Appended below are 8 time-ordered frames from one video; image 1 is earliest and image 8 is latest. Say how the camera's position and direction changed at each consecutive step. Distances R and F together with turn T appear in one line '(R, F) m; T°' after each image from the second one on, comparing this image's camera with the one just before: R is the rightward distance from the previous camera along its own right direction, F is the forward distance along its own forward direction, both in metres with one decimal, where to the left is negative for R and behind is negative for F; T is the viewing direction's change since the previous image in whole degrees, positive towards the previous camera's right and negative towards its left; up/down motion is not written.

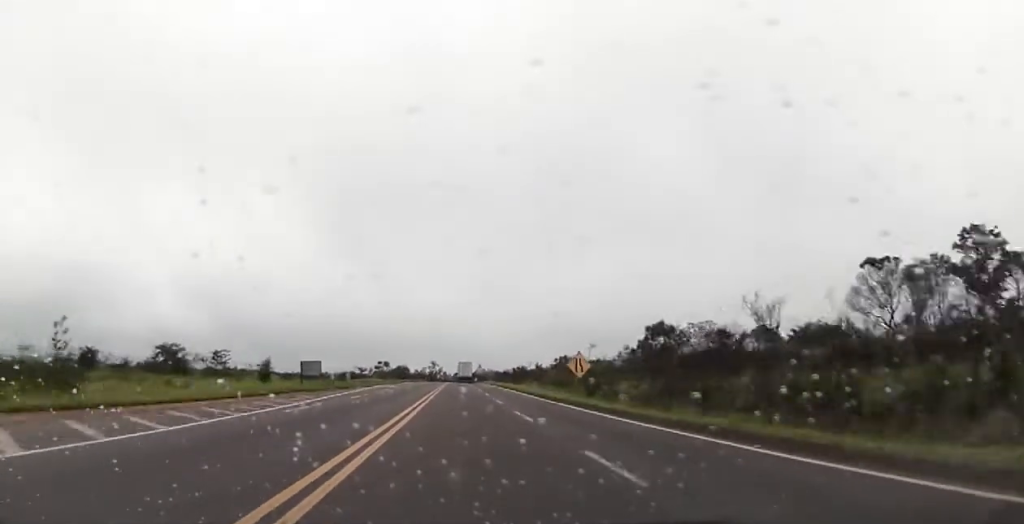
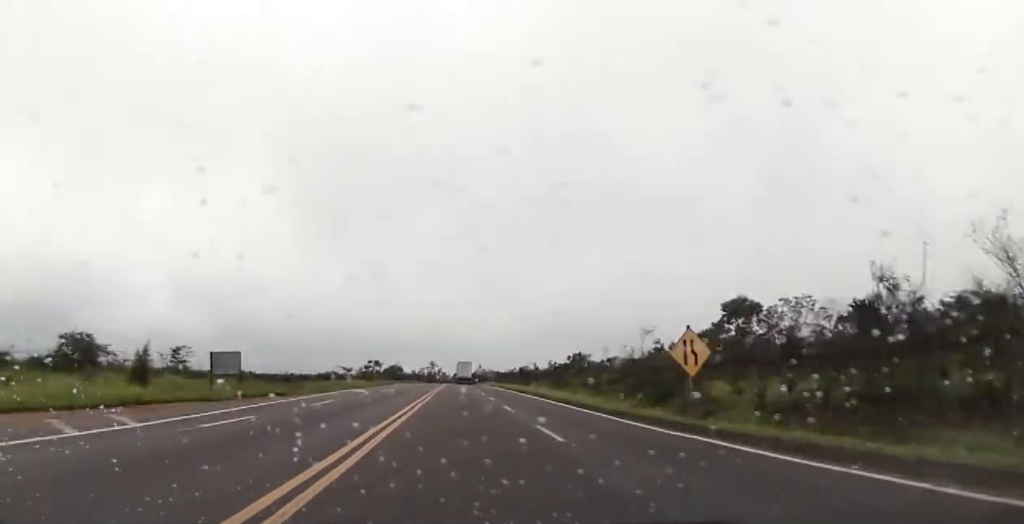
(+0.1, +18.4) m; 0°
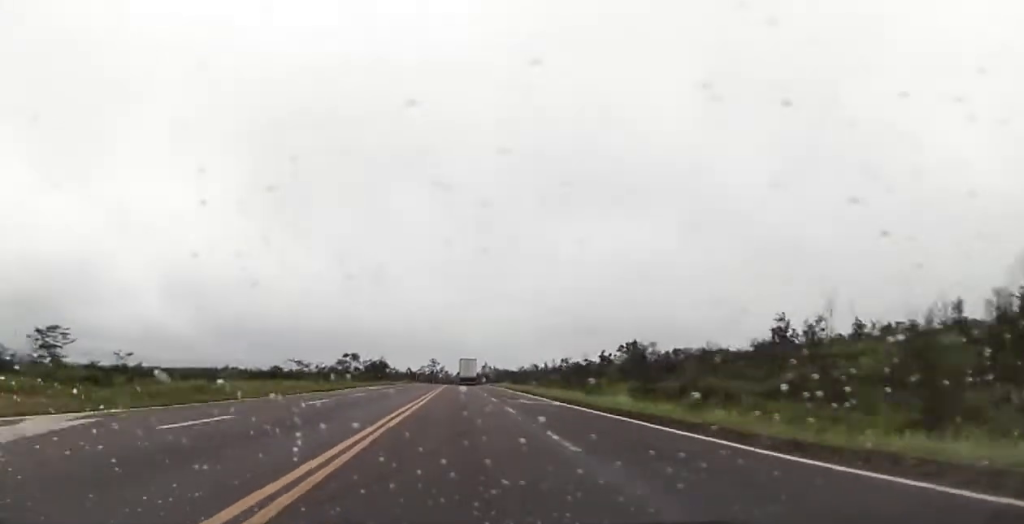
(-0.1, +38.4) m; 0°
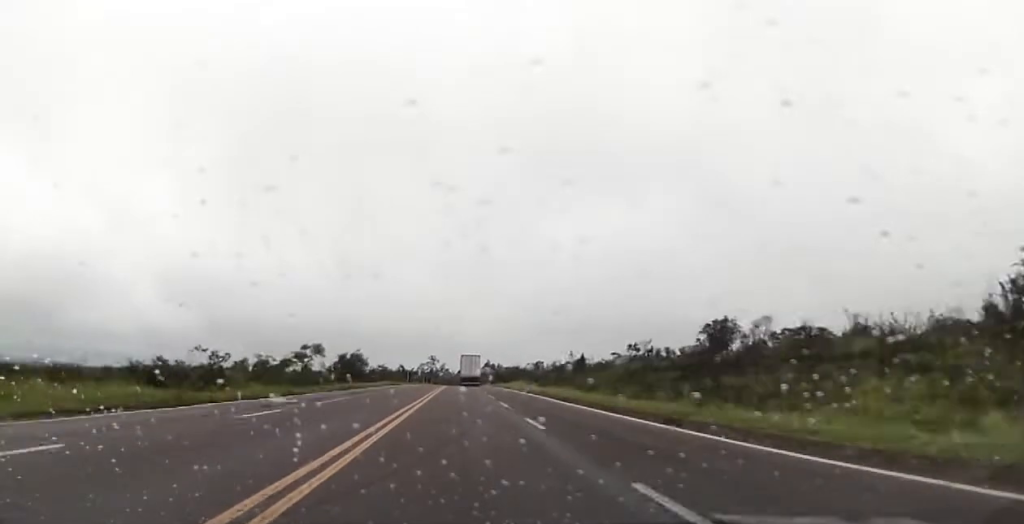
(+0.2, +32.0) m; -1°
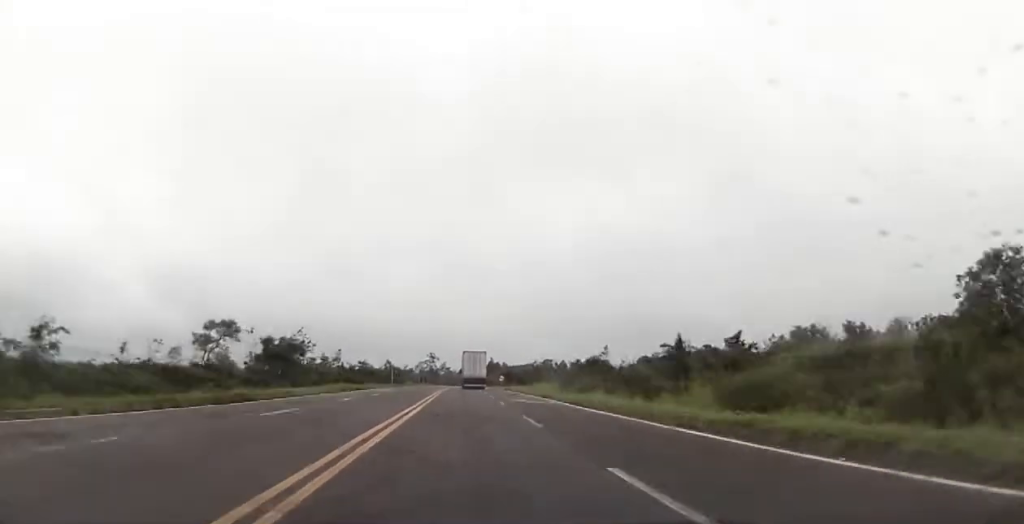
(-0.7, +35.8) m; -1°
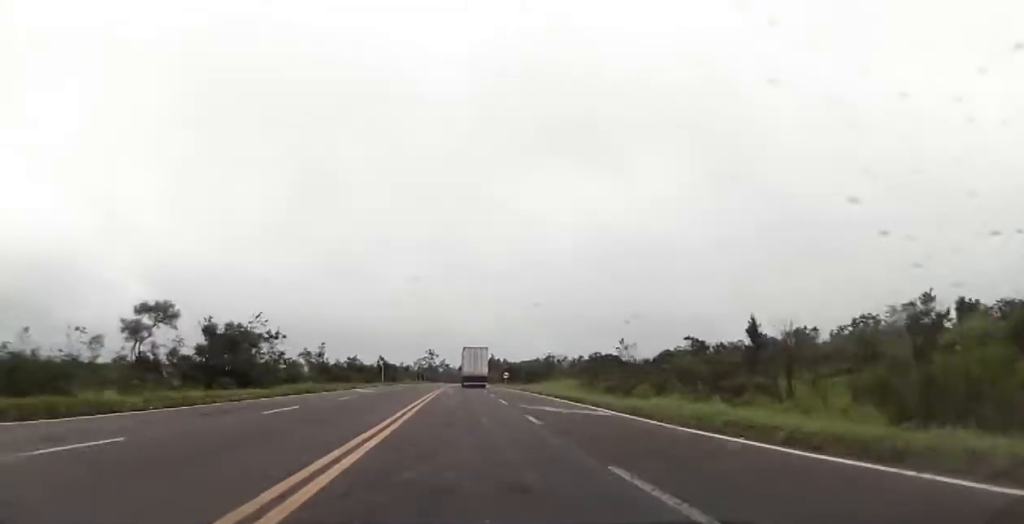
(-0.2, +12.6) m; 0°
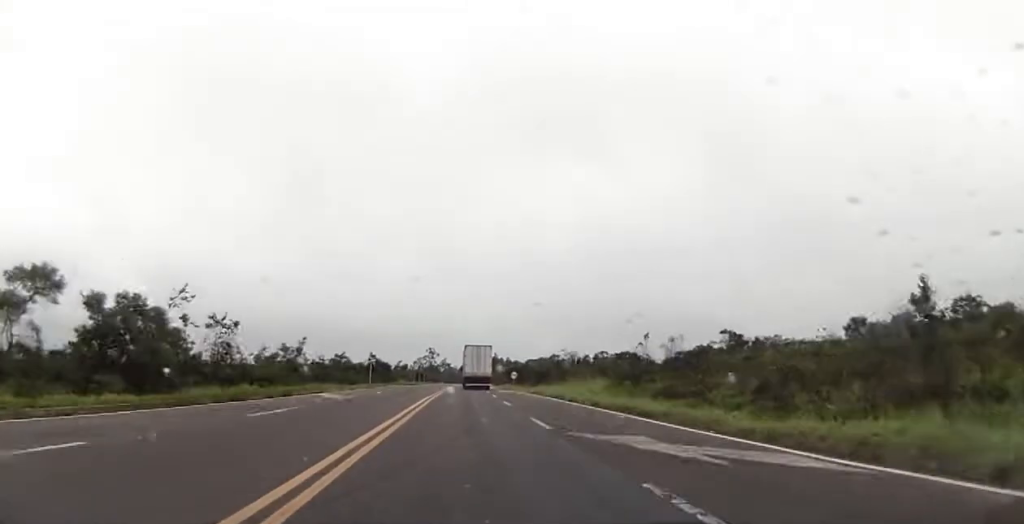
(+0.3, +13.9) m; 0°
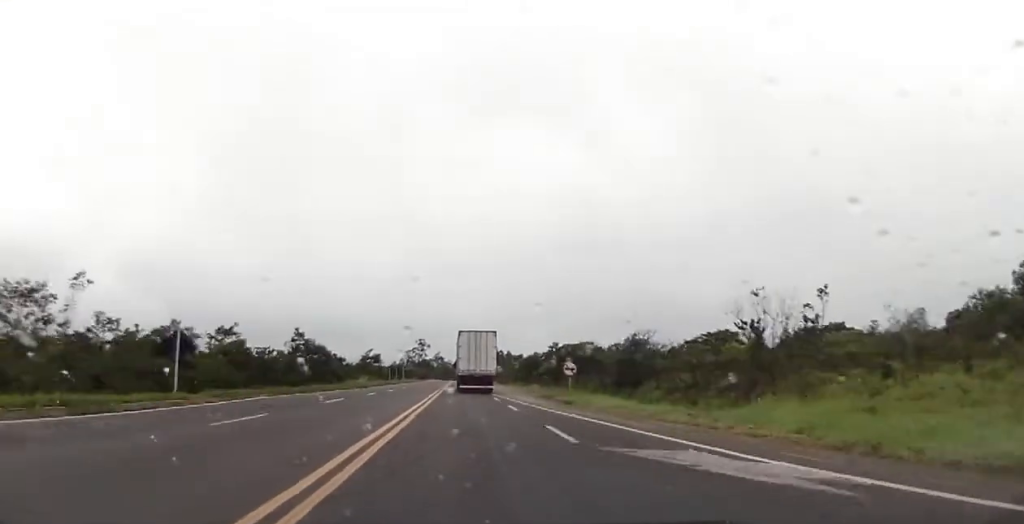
(-0.1, +52.7) m; 0°
